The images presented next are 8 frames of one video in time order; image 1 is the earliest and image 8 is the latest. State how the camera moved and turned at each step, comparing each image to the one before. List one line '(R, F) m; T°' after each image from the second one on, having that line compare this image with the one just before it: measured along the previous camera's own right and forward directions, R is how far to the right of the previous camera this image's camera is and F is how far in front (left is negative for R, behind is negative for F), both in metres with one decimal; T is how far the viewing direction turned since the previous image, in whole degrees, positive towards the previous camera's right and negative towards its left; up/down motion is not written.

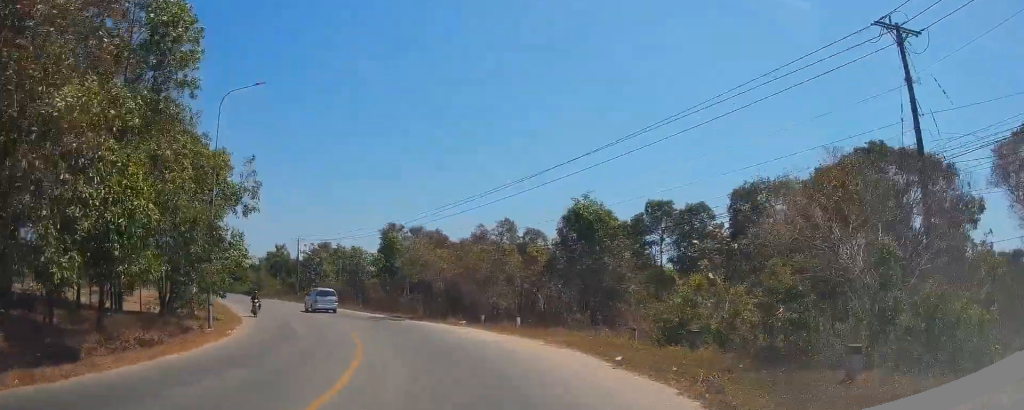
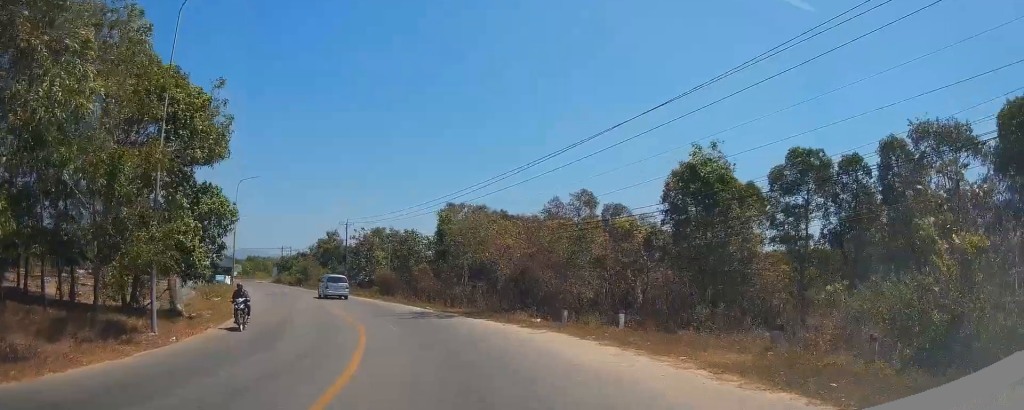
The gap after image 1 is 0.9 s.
(-0.3, +9.5) m; -6°
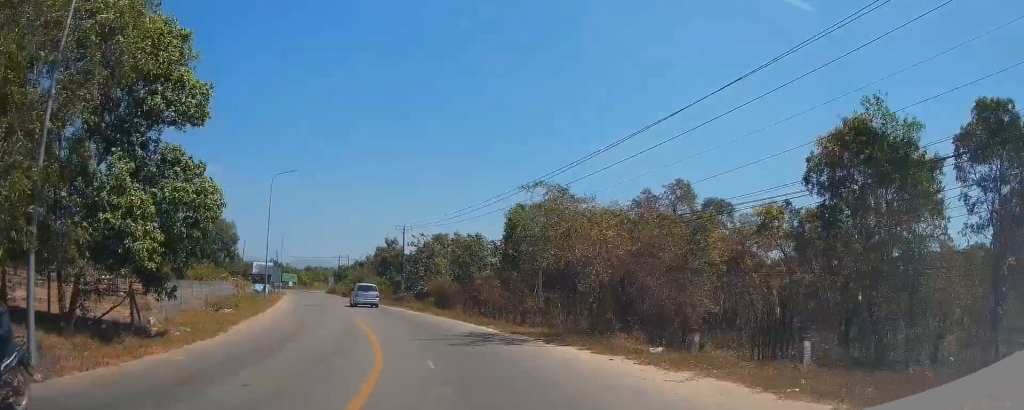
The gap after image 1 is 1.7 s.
(-0.4, +7.9) m; -6°
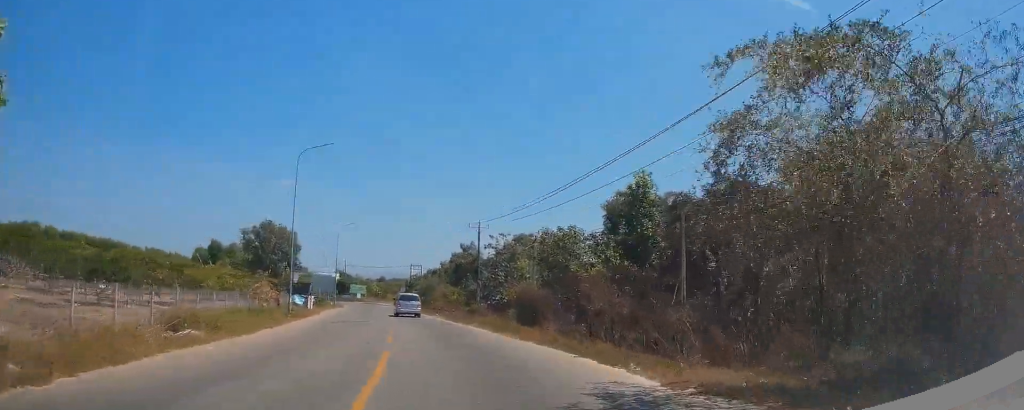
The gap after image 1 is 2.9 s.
(-1.0, +12.2) m; -7°
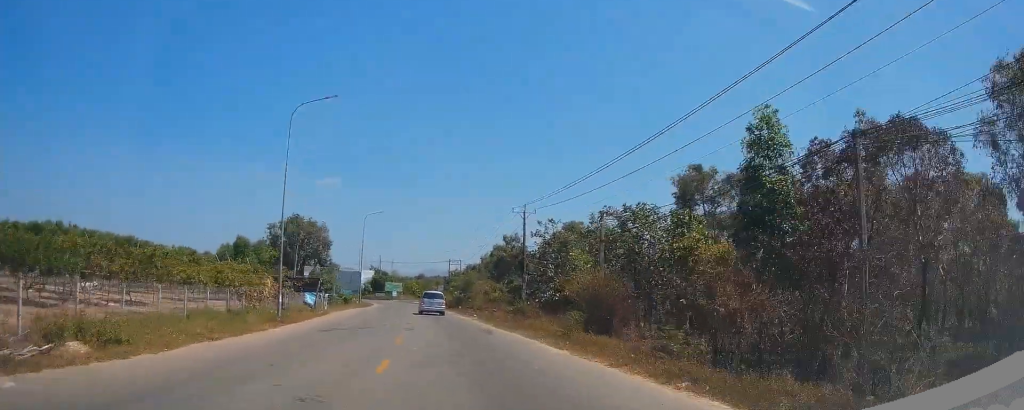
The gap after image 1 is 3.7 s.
(-0.2, +8.7) m; -3°
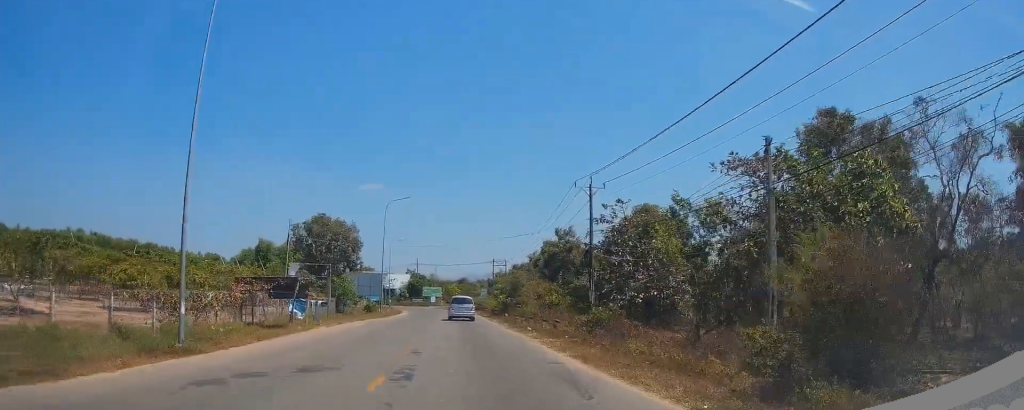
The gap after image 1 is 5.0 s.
(-0.9, +13.6) m; -8°
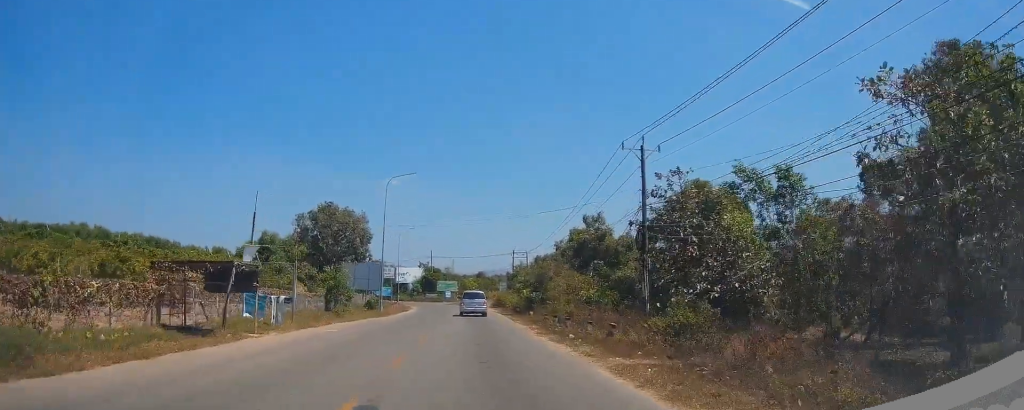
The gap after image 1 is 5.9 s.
(-0.4, +9.6) m; -2°
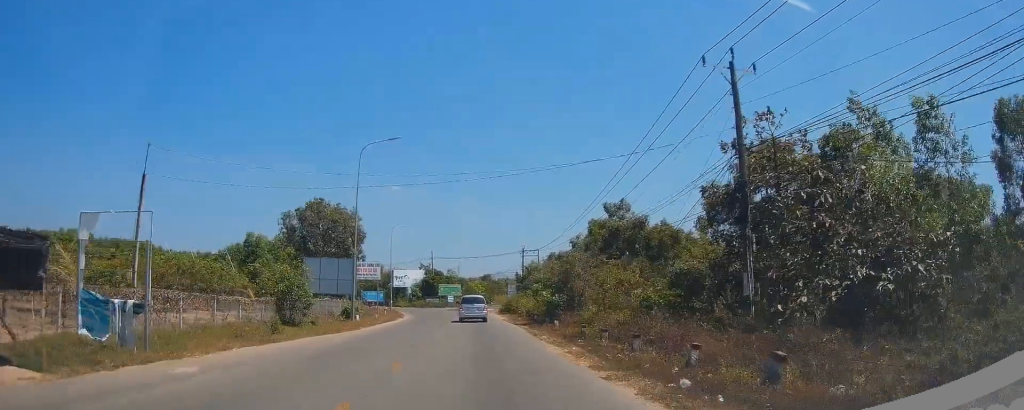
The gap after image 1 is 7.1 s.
(+0.1, +12.3) m; +3°
